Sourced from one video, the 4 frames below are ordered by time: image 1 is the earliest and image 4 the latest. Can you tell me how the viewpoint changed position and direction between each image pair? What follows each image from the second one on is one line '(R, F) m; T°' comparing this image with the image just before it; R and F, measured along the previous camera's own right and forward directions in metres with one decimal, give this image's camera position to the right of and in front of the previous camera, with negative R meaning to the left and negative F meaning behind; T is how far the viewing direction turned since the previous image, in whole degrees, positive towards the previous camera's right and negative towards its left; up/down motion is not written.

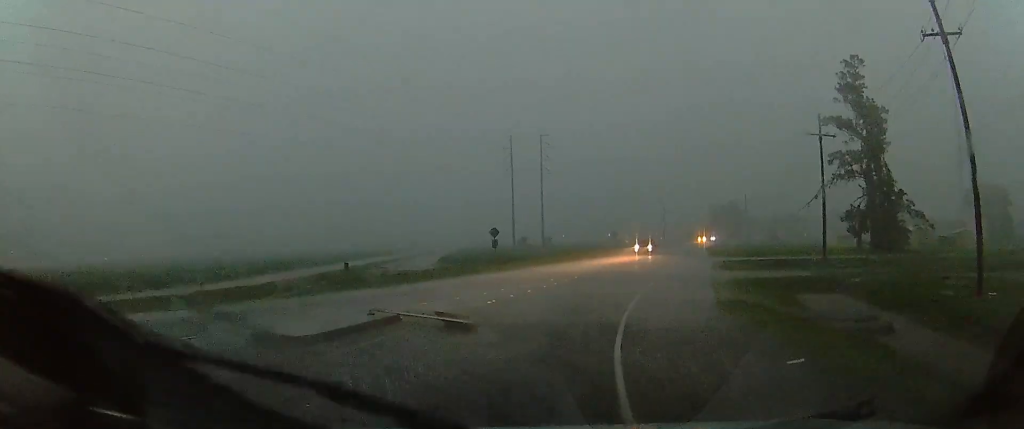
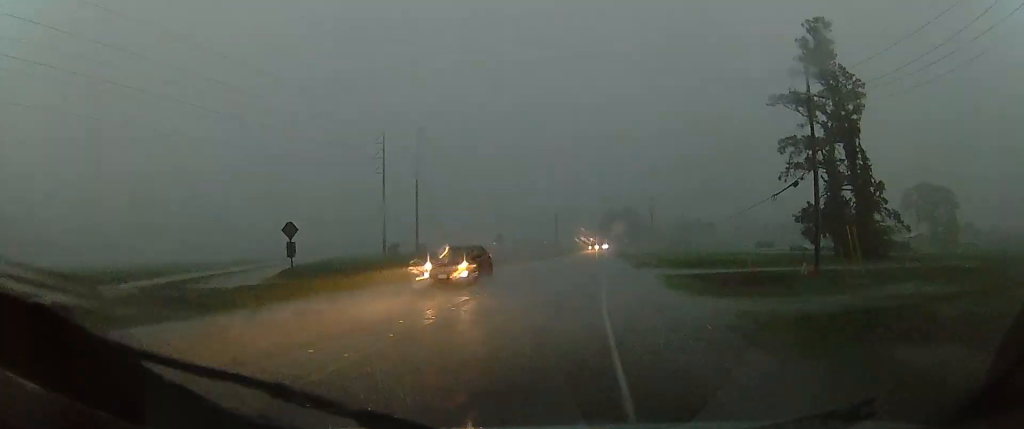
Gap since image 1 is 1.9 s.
(+1.8, +15.7) m; +13°
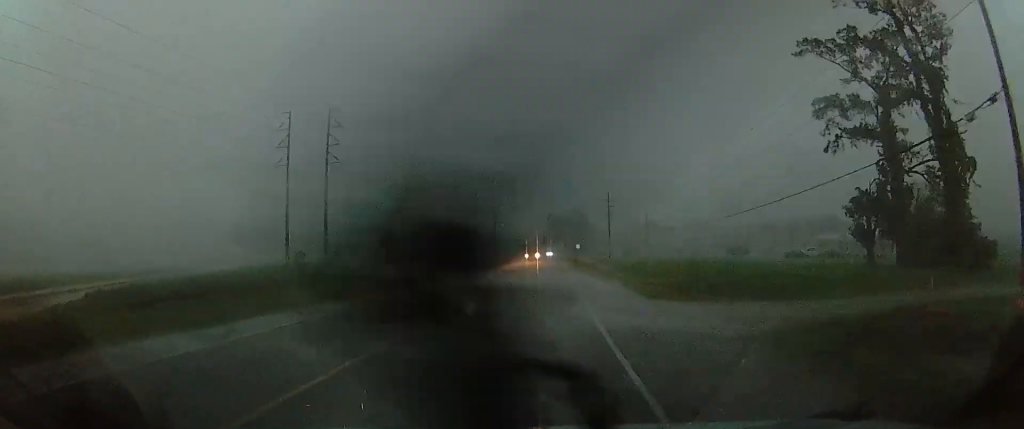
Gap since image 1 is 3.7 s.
(+0.6, +19.2) m; +2°
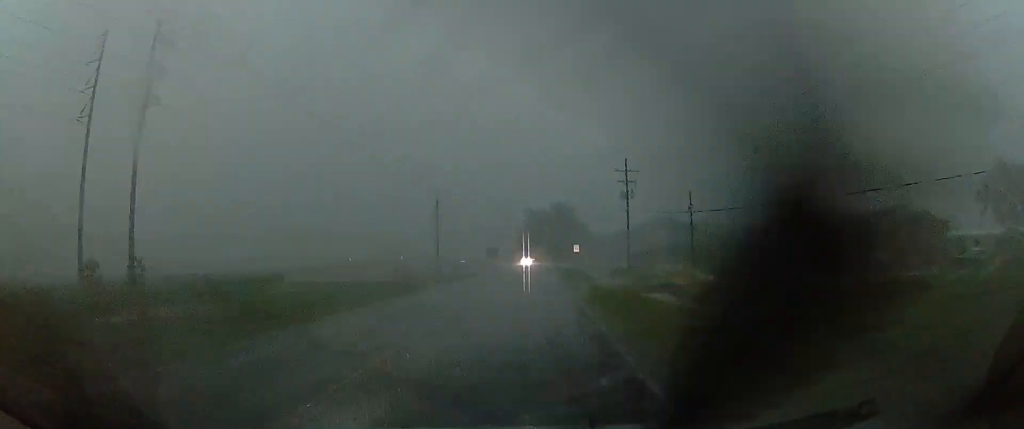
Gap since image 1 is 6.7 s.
(0.0, +42.9) m; 0°
